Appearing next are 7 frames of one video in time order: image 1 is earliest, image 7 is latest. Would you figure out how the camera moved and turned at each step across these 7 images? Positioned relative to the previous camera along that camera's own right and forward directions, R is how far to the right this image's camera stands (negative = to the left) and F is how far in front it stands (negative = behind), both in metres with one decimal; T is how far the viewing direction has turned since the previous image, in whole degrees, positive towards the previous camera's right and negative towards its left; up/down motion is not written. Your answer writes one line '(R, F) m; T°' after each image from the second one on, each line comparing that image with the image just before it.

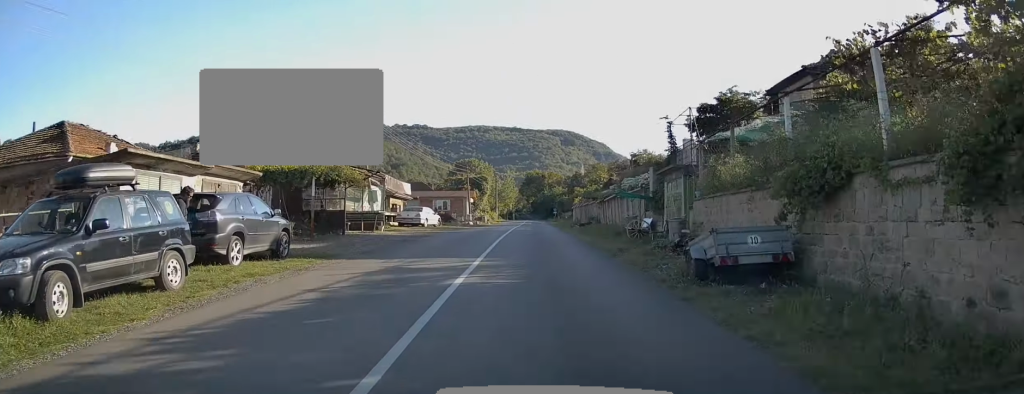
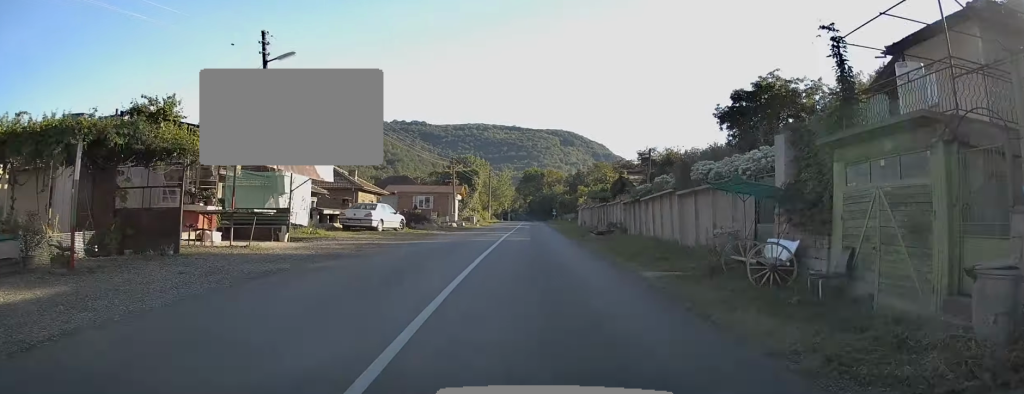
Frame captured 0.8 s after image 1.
(0.0, +12.0) m; -1°
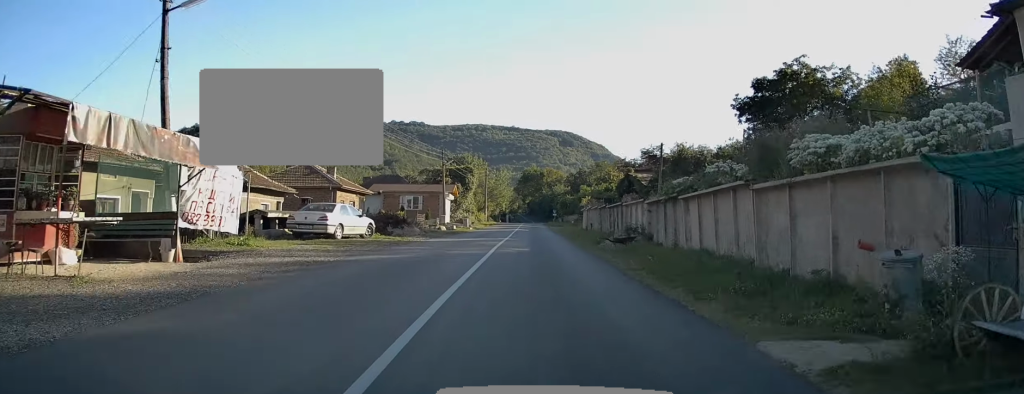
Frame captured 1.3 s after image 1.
(-0.1, +6.3) m; 0°
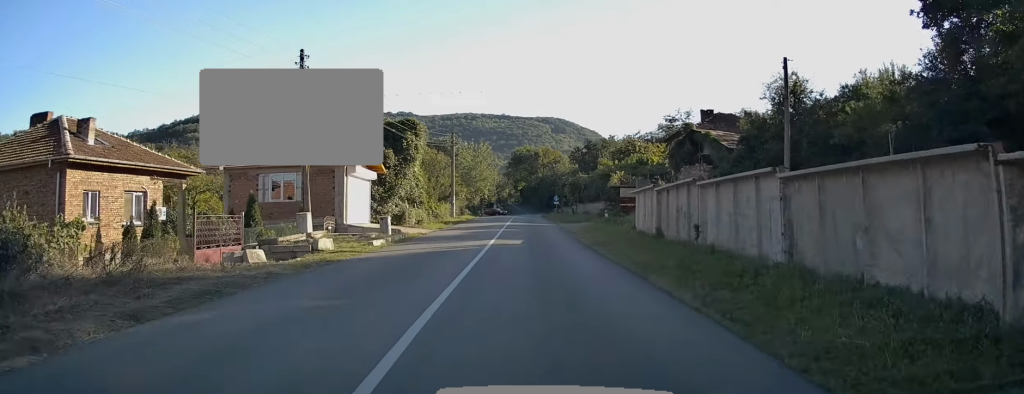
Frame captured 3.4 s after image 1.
(+0.2, +31.1) m; +1°
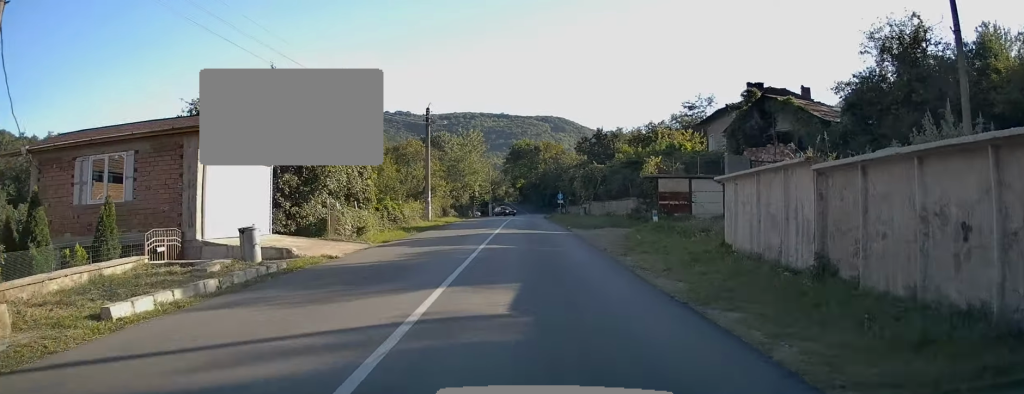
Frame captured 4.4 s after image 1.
(0.0, +13.2) m; 0°
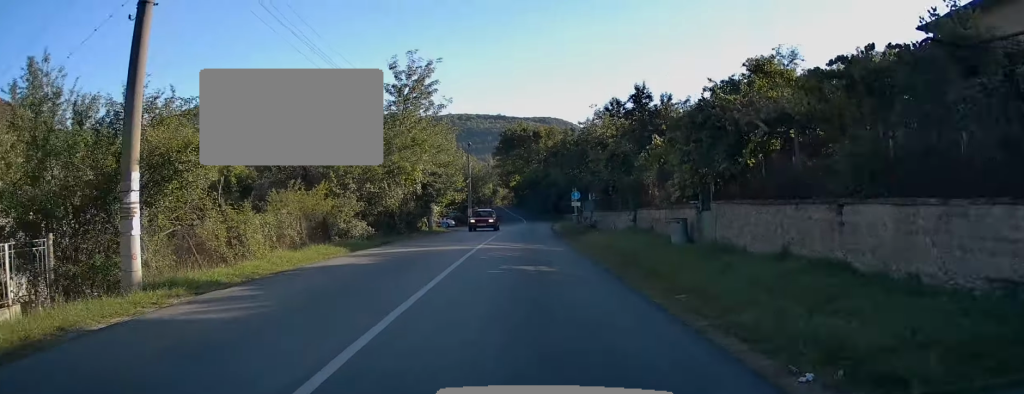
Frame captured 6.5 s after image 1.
(+0.4, +30.5) m; +1°
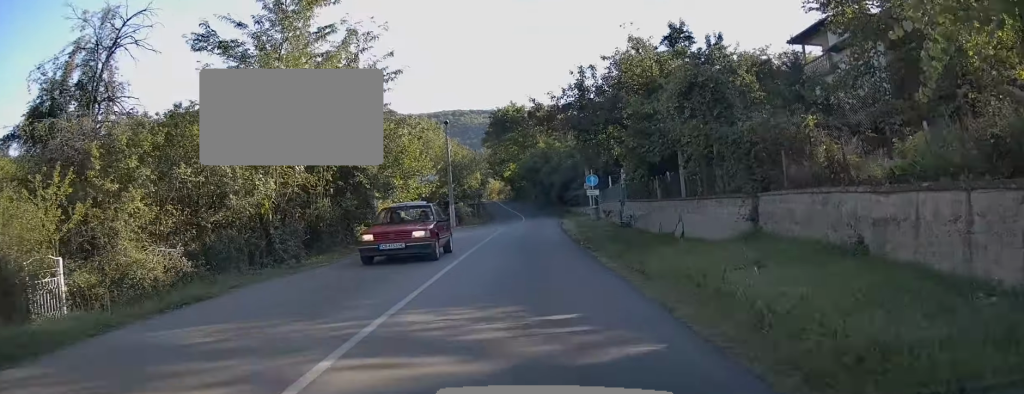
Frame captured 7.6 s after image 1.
(0.0, +15.1) m; 0°
